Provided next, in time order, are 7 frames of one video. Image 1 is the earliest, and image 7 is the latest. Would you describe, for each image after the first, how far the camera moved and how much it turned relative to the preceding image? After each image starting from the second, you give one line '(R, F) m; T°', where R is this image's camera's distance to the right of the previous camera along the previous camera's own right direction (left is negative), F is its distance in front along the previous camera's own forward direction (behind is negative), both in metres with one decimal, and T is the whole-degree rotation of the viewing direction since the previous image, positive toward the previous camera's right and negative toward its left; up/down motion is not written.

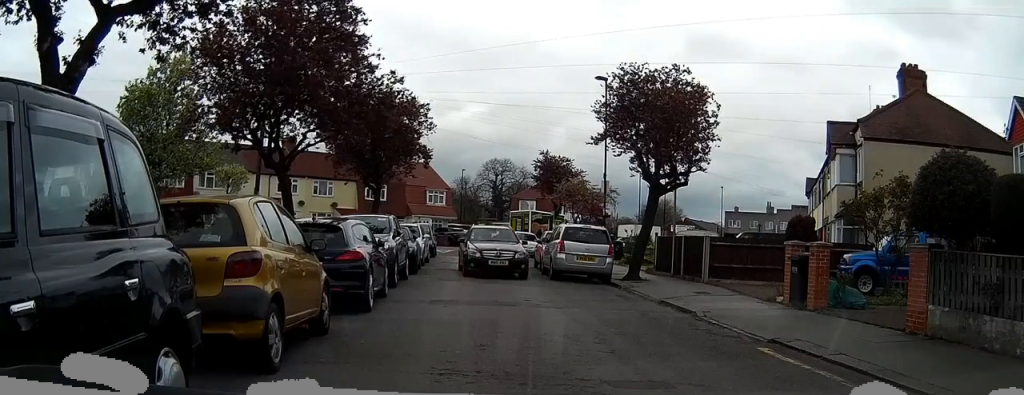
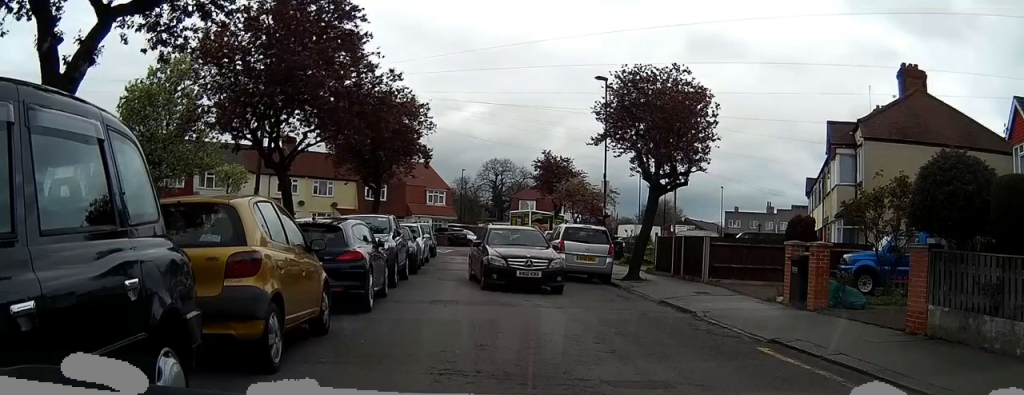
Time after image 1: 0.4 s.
(0.0, 0.0) m; 0°
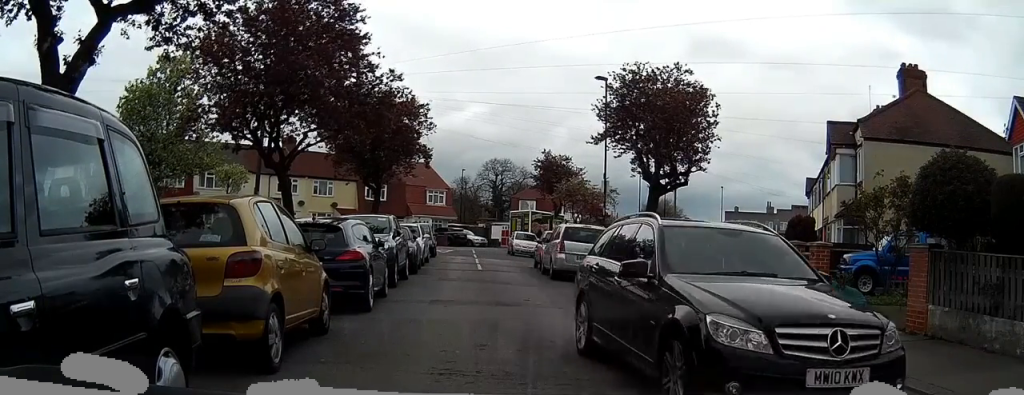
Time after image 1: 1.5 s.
(0.0, 0.0) m; 0°
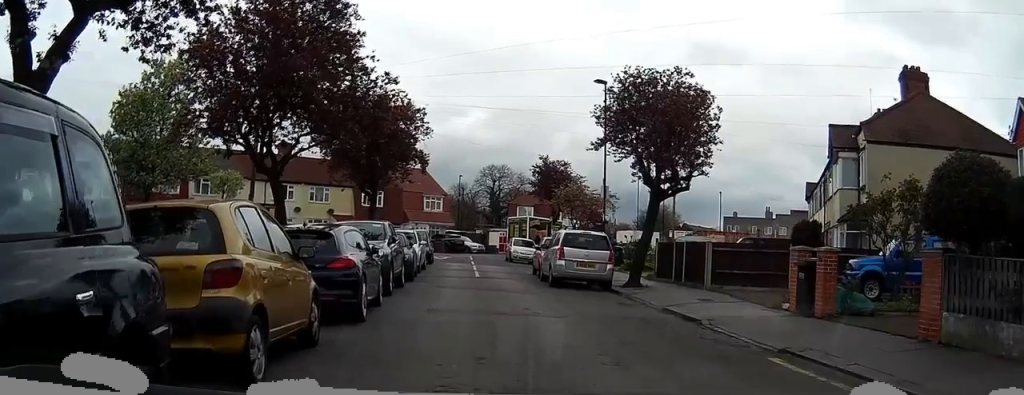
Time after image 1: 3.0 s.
(+0.1, +0.5) m; 0°
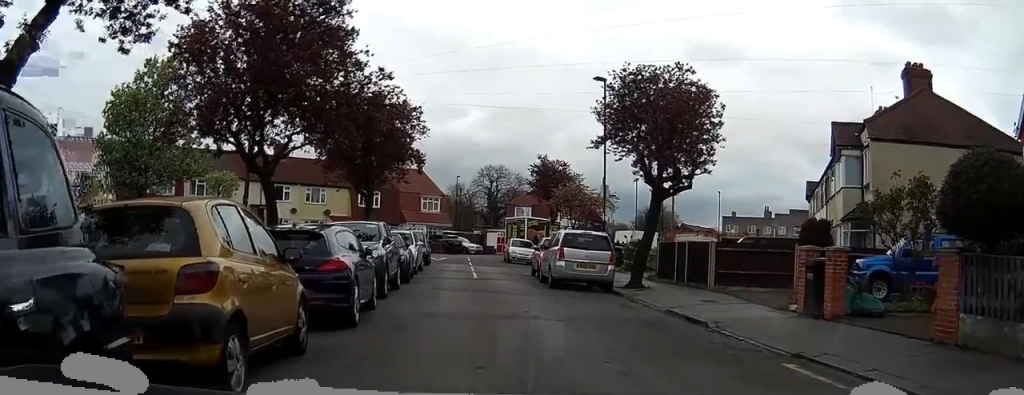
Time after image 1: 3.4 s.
(0.0, +0.7) m; 0°
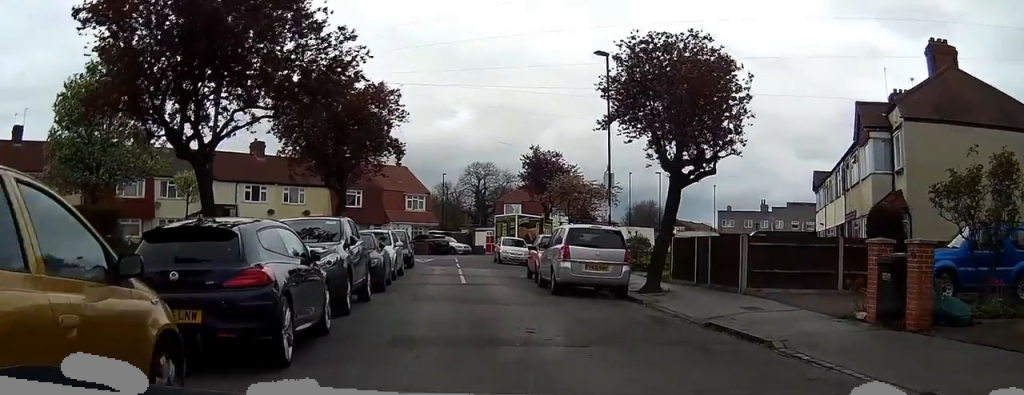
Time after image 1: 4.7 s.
(0.0, +3.4) m; 0°
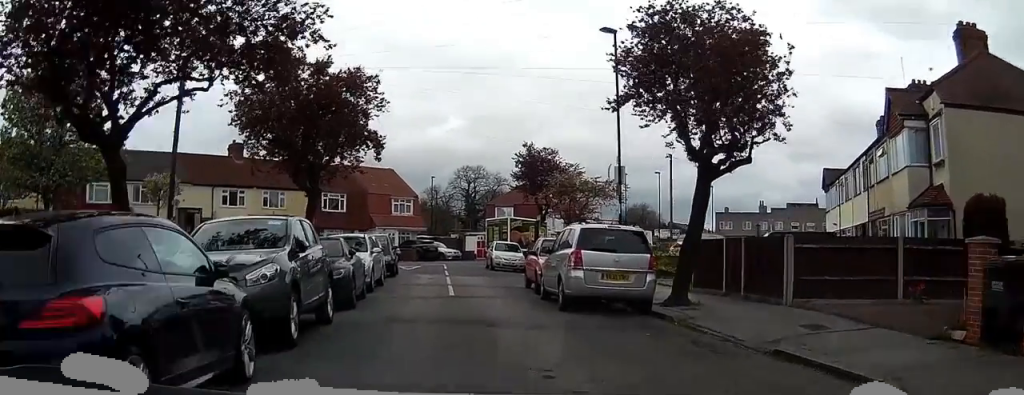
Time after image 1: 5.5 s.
(0.0, +3.0) m; +1°
